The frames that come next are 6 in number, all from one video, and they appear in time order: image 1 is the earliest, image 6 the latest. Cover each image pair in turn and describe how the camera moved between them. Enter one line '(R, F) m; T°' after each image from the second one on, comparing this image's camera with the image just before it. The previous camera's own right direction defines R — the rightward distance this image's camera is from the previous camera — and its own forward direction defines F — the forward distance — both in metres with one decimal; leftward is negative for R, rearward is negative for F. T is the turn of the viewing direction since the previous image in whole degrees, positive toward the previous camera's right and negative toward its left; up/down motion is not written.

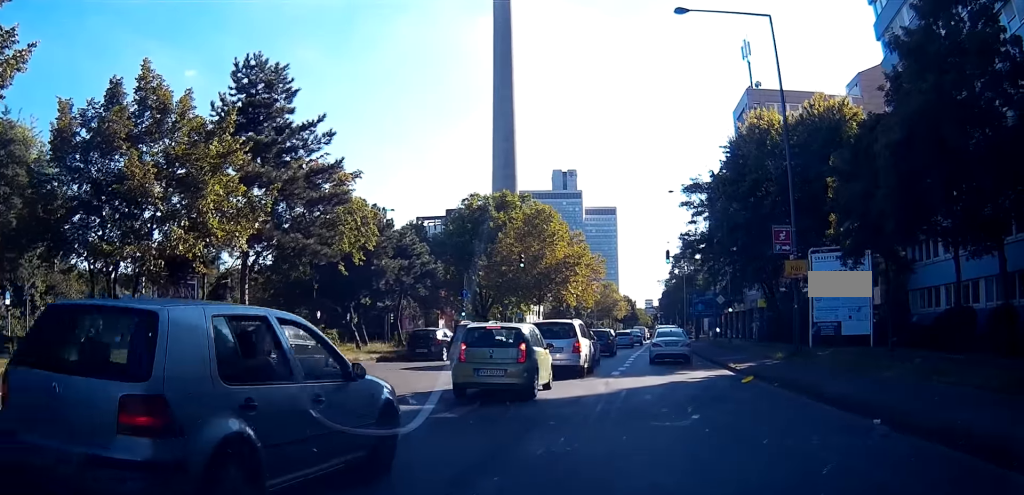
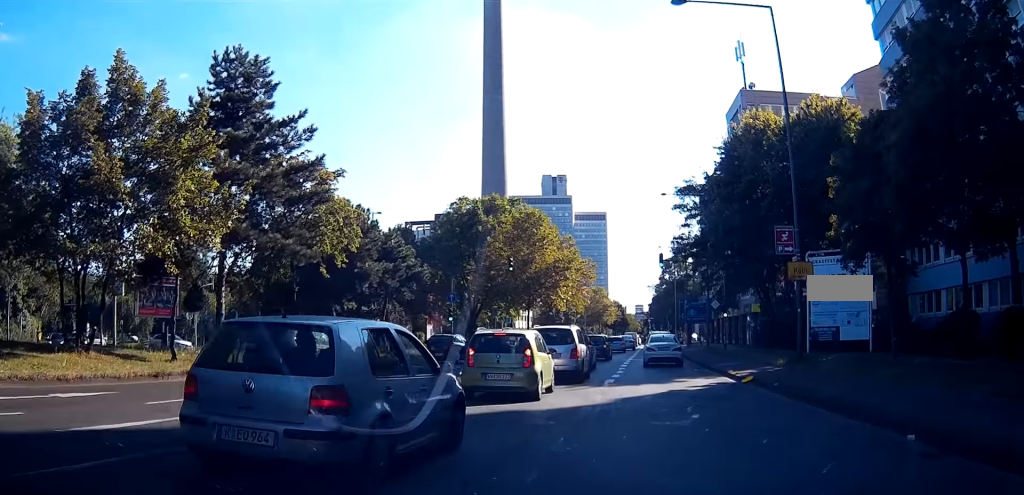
(0.0, +2.6) m; +3°
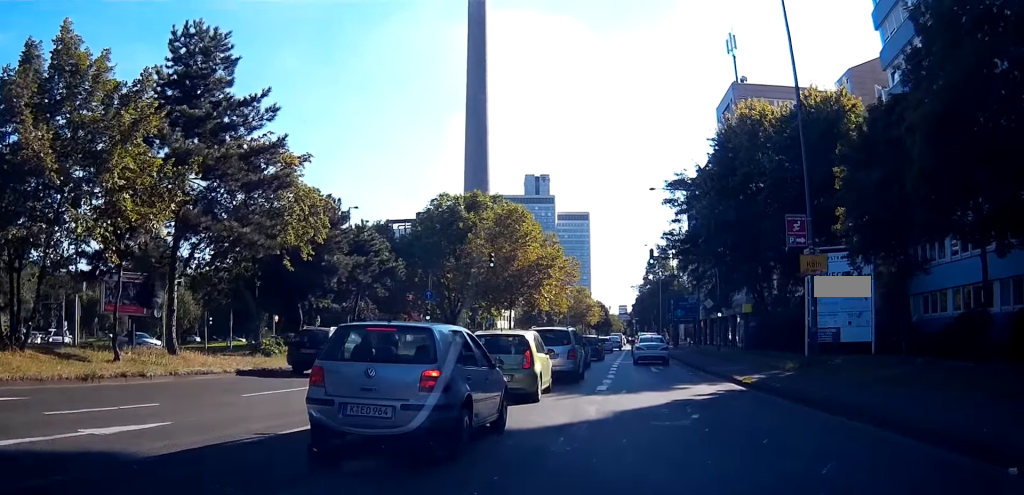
(+0.2, +3.9) m; +1°
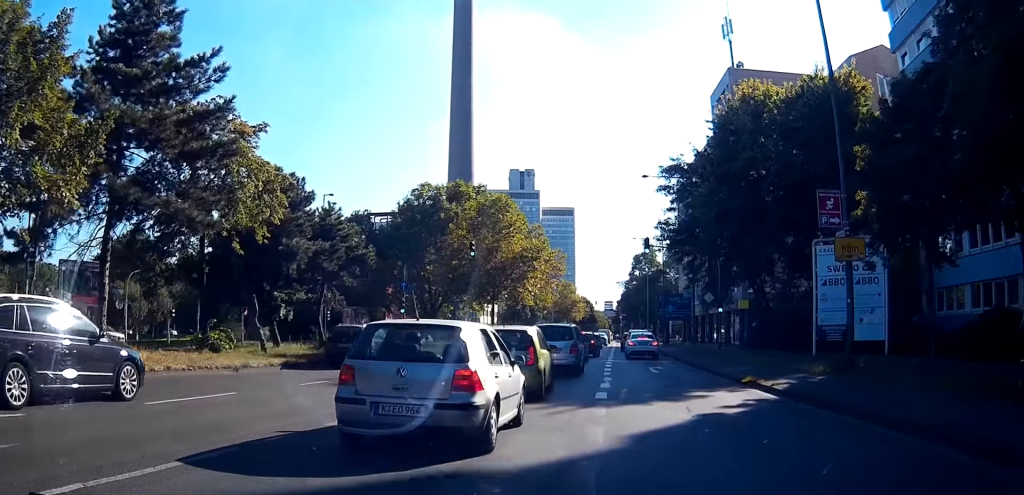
(-0.1, +4.1) m; -2°
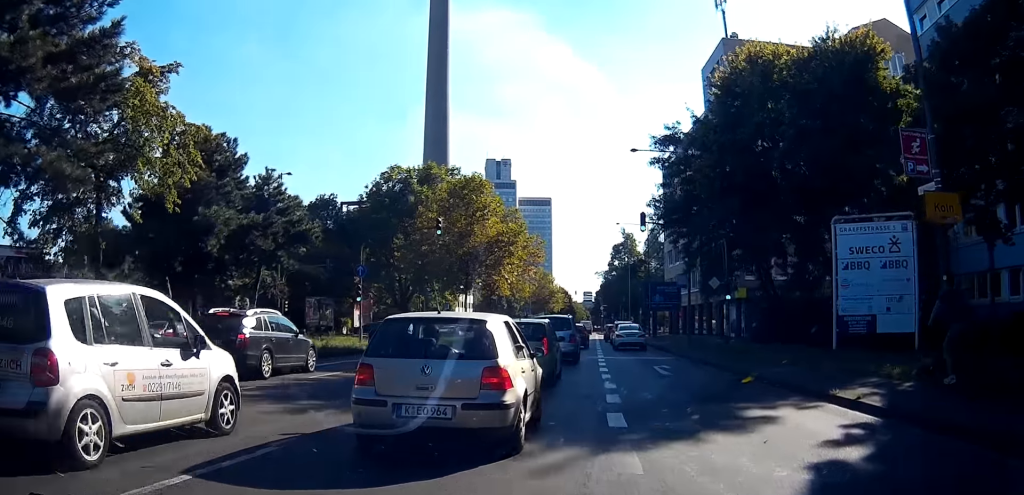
(+0.1, +6.2) m; +3°
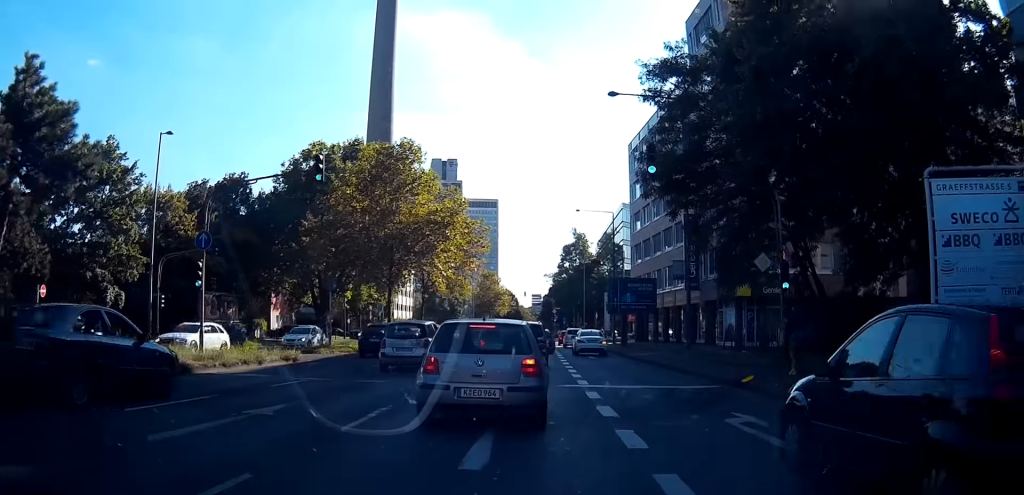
(+0.6, +14.7) m; +2°
